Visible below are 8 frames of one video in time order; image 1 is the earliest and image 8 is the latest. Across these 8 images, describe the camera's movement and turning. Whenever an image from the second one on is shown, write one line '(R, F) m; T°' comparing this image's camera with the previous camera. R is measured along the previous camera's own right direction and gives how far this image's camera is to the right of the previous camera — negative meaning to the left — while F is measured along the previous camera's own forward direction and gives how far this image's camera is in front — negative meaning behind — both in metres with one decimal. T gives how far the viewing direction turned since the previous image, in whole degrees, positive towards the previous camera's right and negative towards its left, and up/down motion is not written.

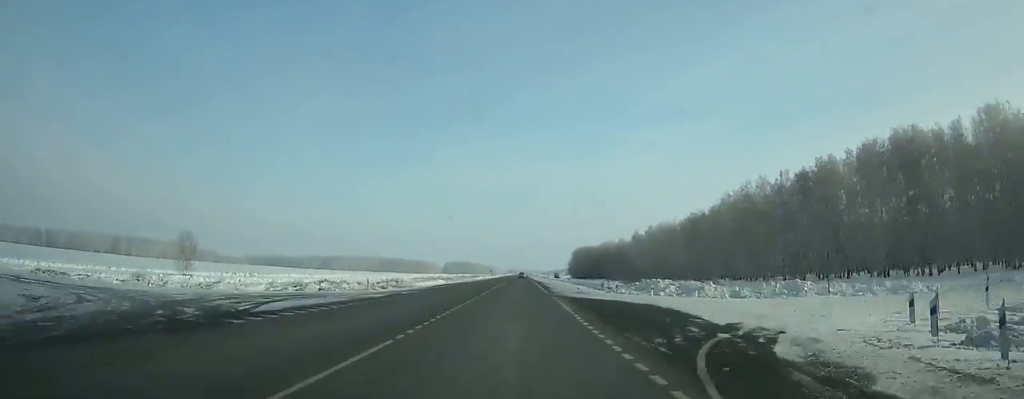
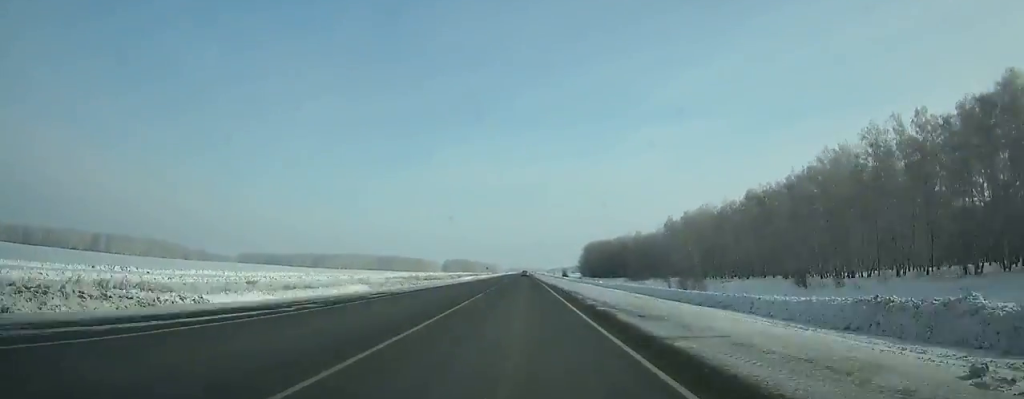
(0.0, +45.6) m; 0°
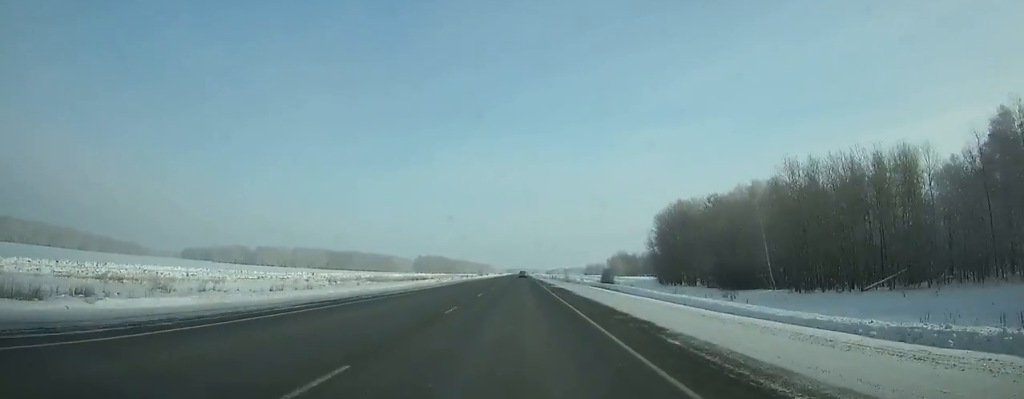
(-0.1, +184.4) m; 0°
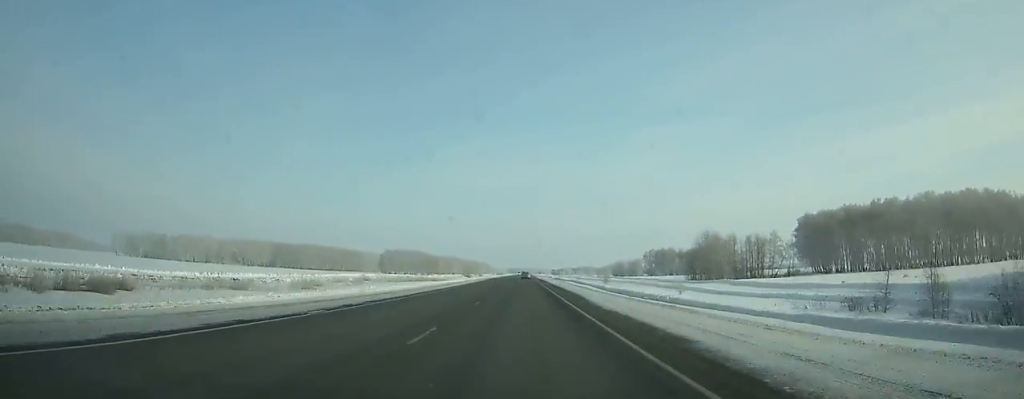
(0.0, +150.2) m; 0°
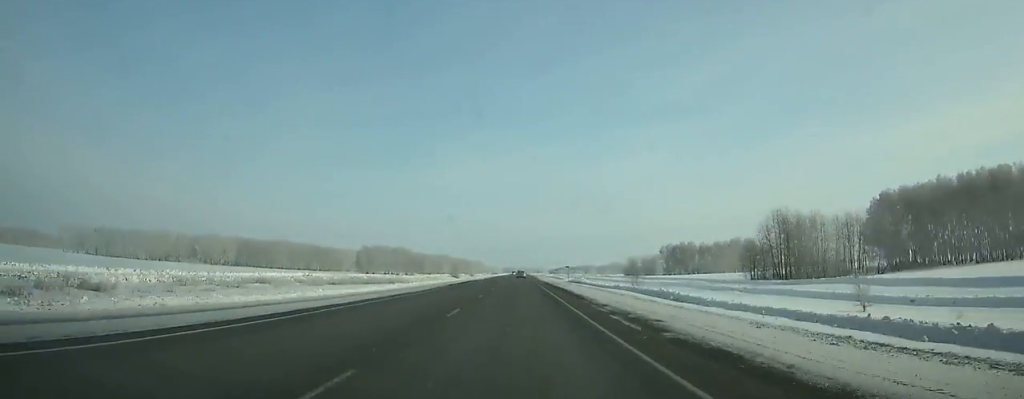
(-0.1, +53.6) m; 0°
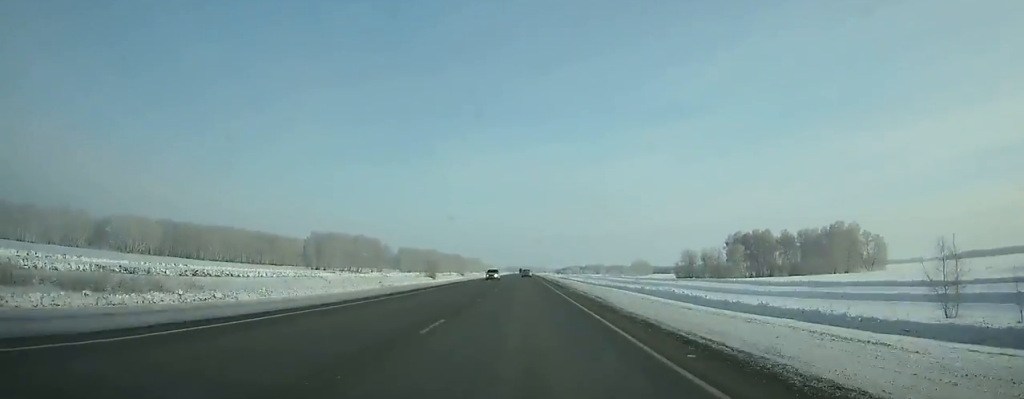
(0.0, +100.9) m; 0°
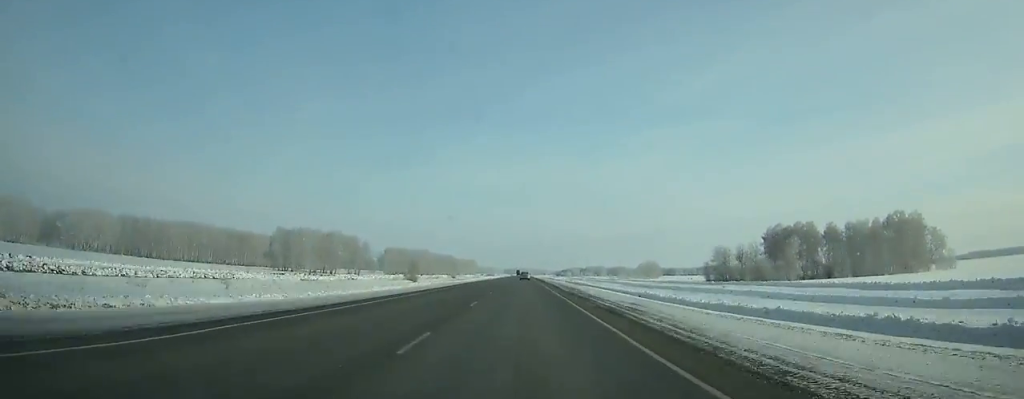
(0.0, +38.3) m; 0°
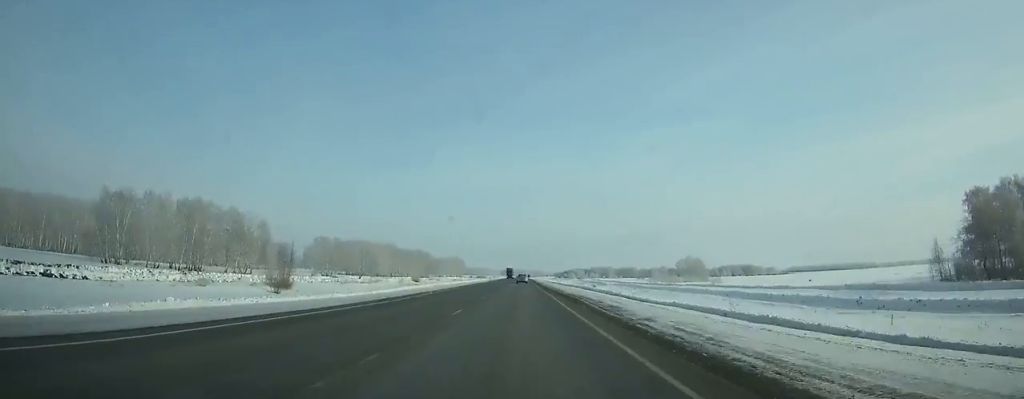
(+0.1, +111.1) m; 0°
